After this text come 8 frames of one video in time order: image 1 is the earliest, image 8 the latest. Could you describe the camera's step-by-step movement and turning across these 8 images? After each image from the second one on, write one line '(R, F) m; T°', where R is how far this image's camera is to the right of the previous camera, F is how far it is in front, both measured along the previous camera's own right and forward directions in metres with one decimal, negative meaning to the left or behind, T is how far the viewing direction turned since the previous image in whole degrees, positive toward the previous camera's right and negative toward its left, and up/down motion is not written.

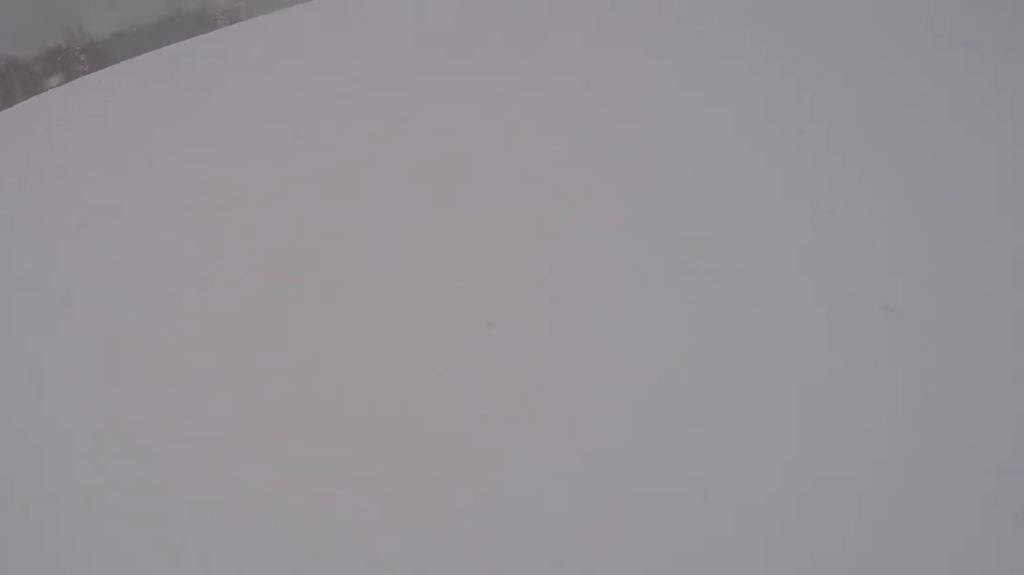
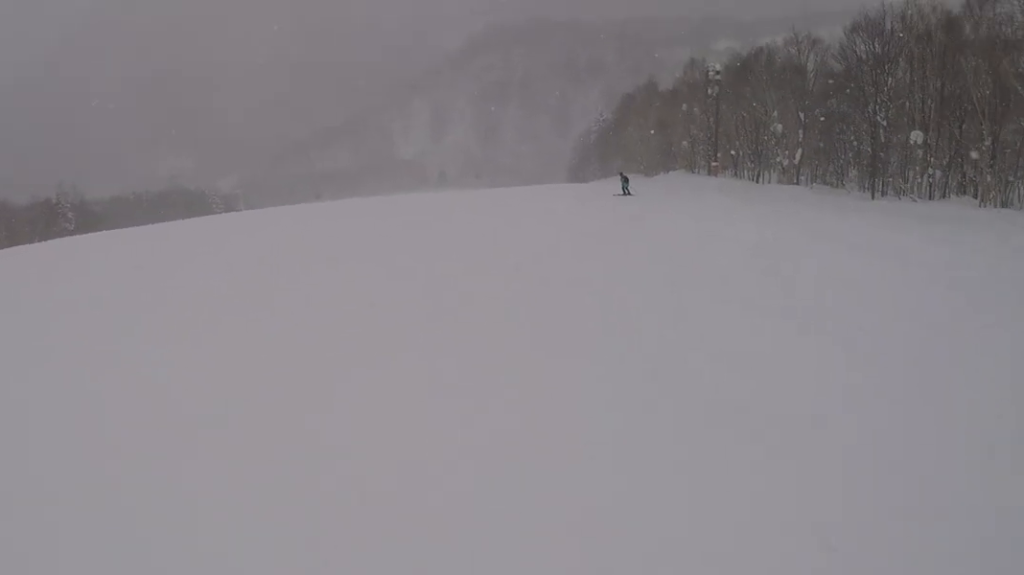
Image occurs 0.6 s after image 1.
(+0.1, +5.9) m; -3°
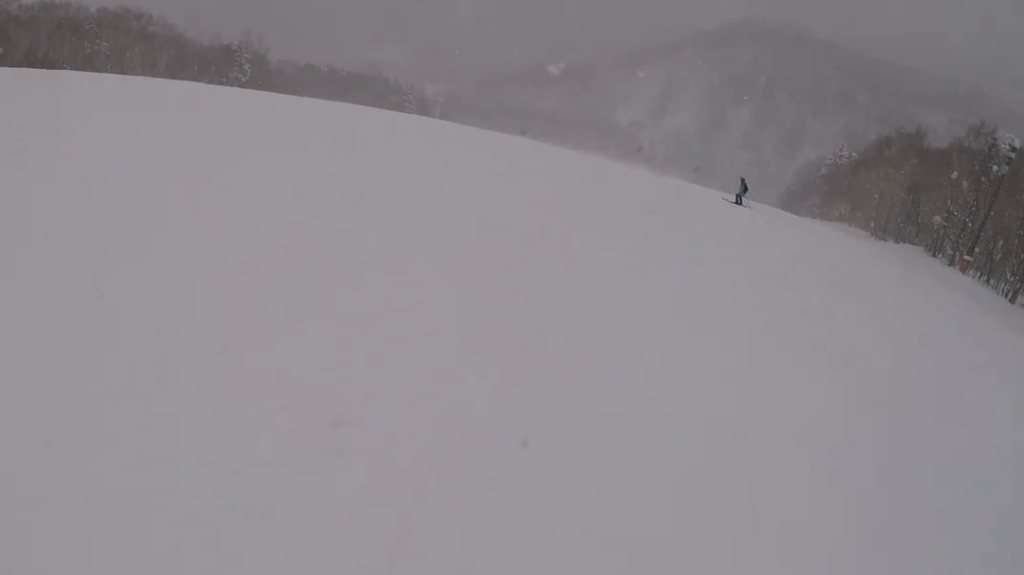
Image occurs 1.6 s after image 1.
(-0.9, +10.4) m; -13°
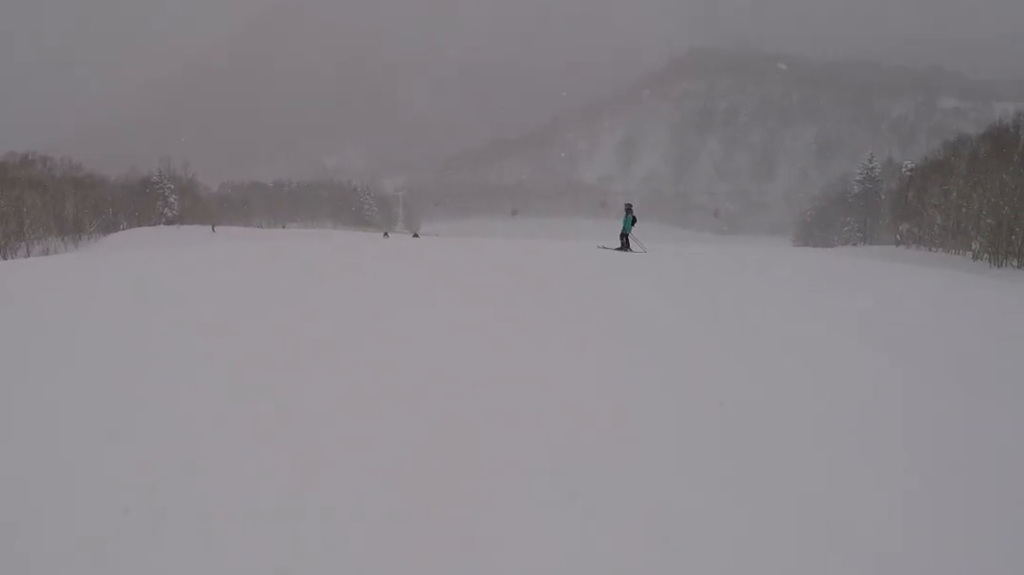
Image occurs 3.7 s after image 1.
(-2.8, +20.7) m; +1°
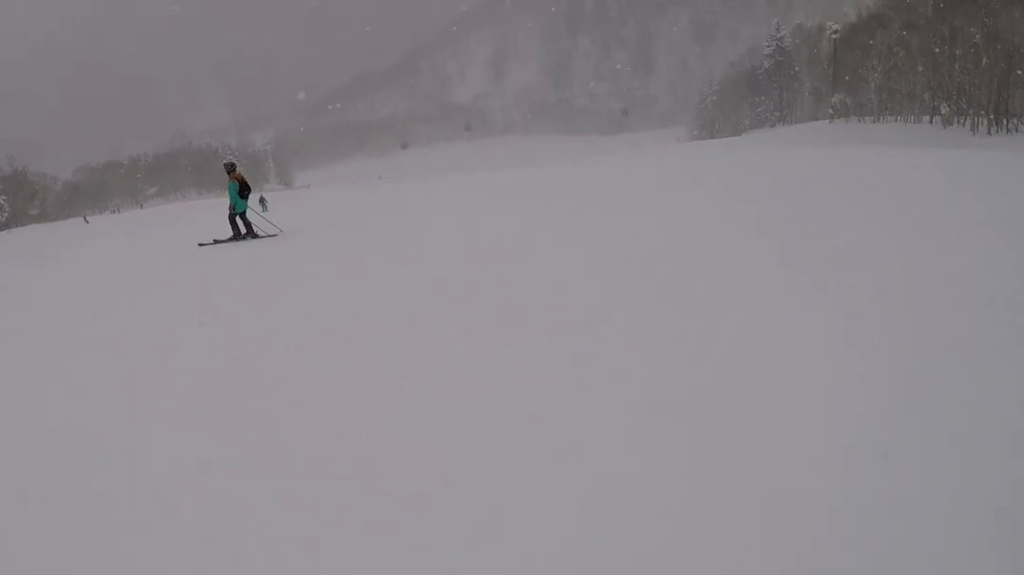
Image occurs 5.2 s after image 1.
(+2.4, +12.7) m; +19°
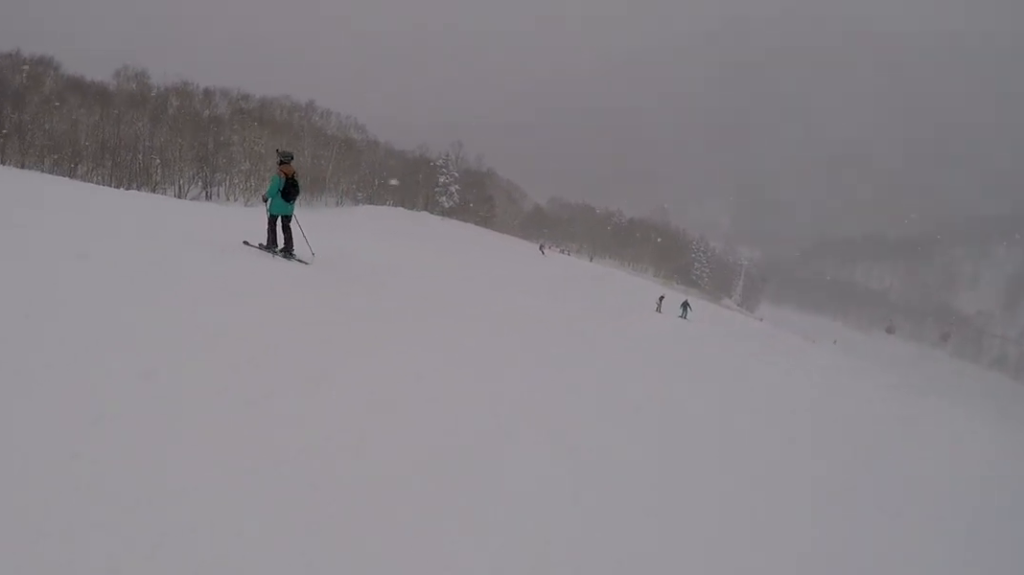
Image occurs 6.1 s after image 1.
(+0.4, +6.9) m; -16°
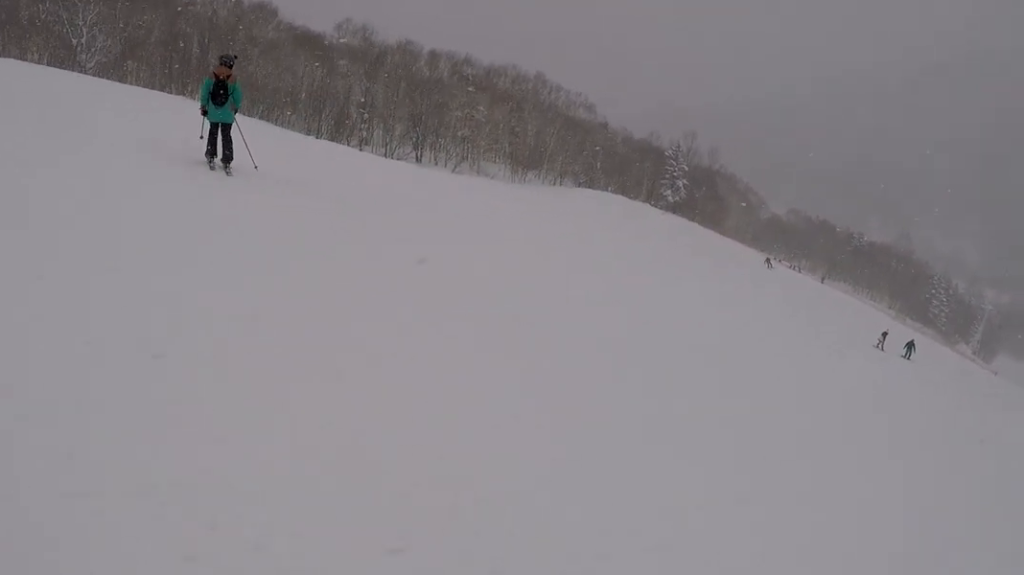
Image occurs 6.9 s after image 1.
(-1.8, +4.4) m; -24°
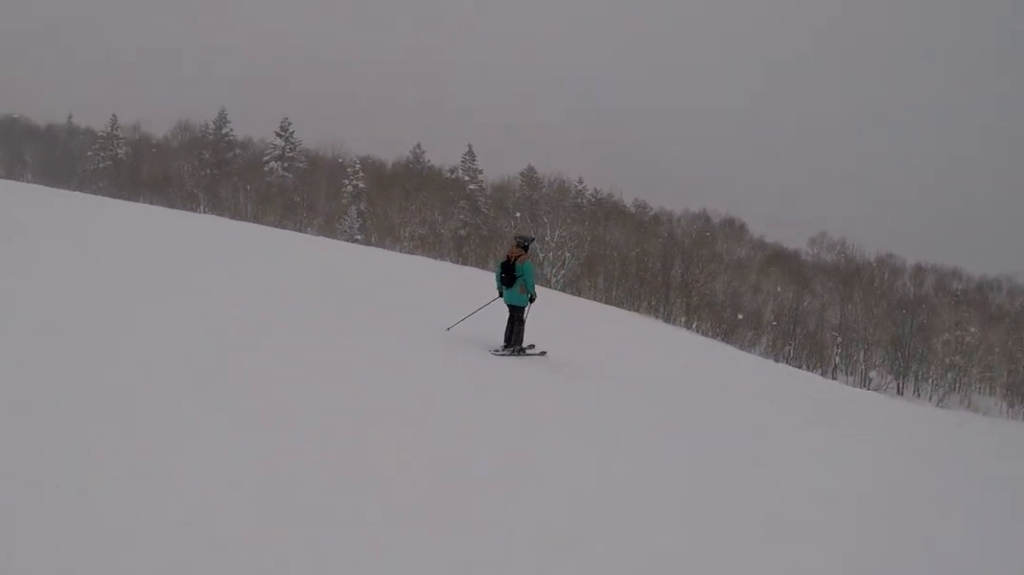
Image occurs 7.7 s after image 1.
(-0.9, +4.2) m; -26°
